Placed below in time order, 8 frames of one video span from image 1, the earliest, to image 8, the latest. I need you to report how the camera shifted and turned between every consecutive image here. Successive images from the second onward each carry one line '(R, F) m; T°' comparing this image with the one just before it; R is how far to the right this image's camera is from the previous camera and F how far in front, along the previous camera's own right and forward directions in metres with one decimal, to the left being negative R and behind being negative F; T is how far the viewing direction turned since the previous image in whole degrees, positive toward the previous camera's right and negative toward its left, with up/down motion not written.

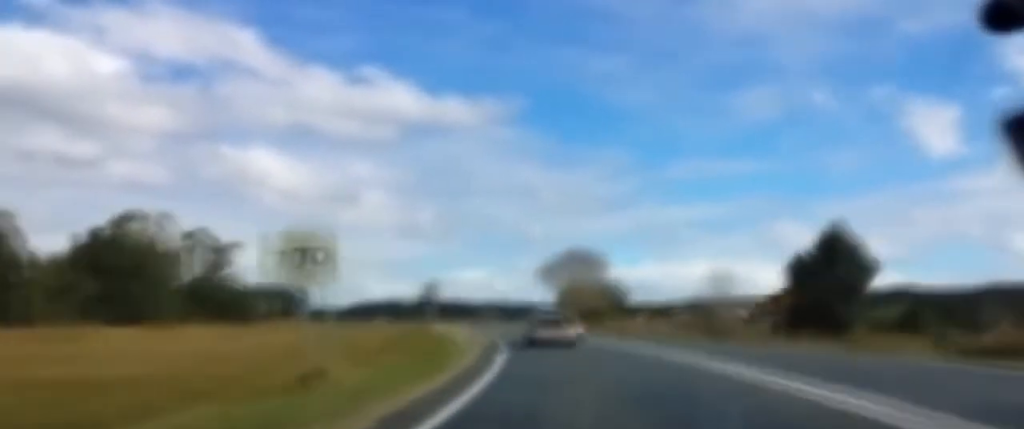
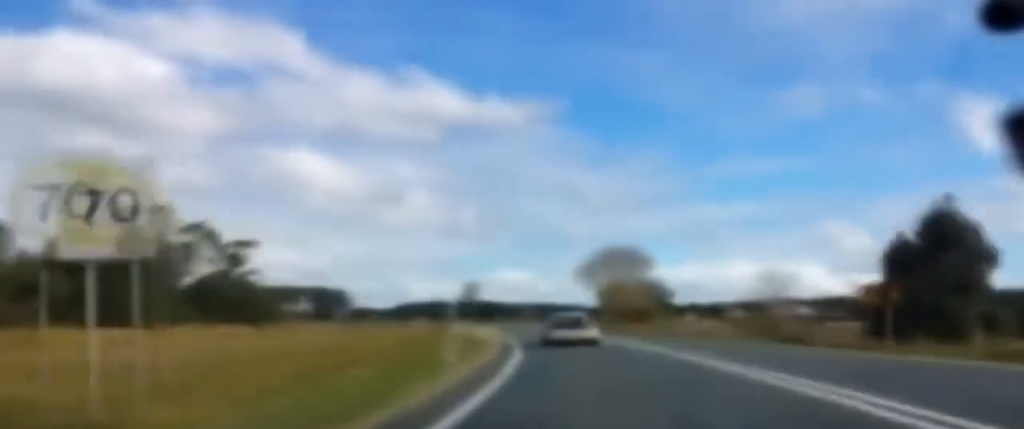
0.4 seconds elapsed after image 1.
(0.0, +7.3) m; -2°
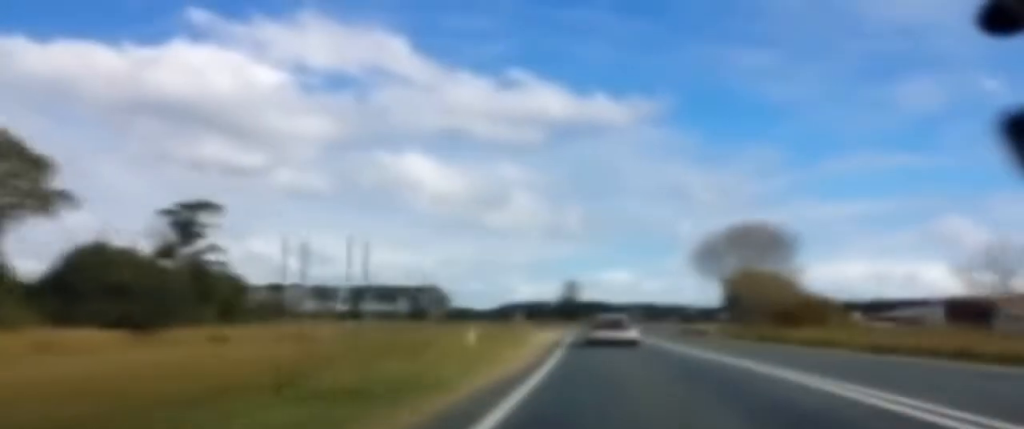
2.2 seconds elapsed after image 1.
(-2.7, +32.5) m; -6°
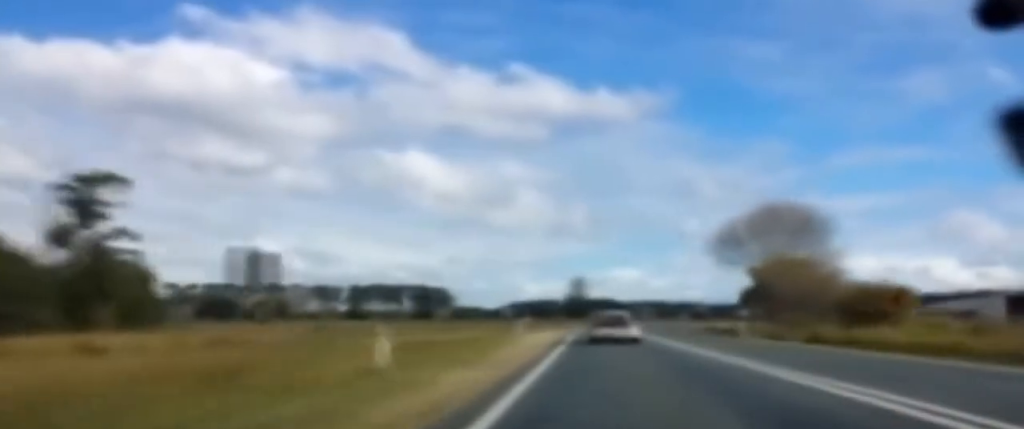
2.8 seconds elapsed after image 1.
(0.0, +12.3) m; 0°
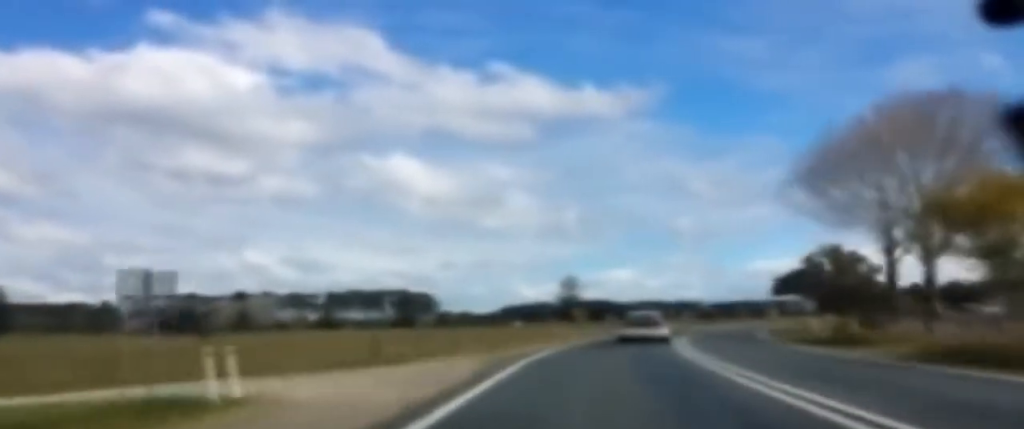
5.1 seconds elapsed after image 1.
(-0.2, +42.1) m; 0°
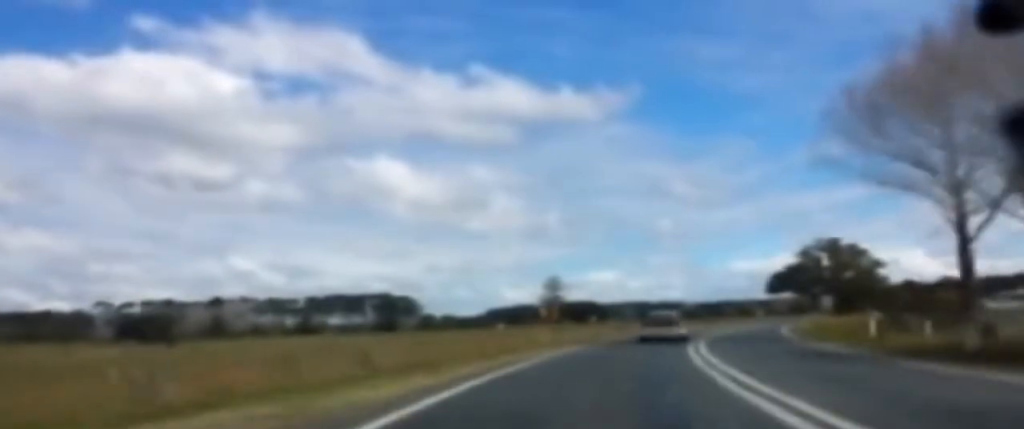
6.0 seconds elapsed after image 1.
(0.0, +16.2) m; +2°
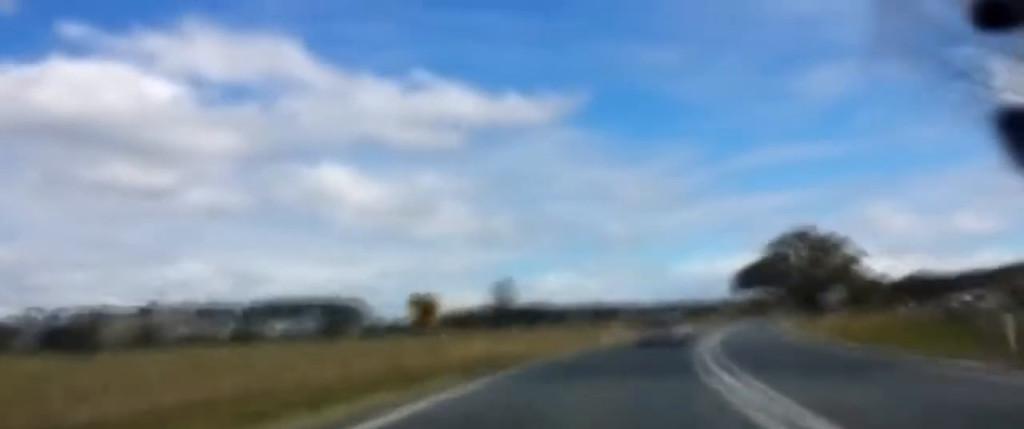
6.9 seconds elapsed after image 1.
(+0.4, +17.7) m; +3°
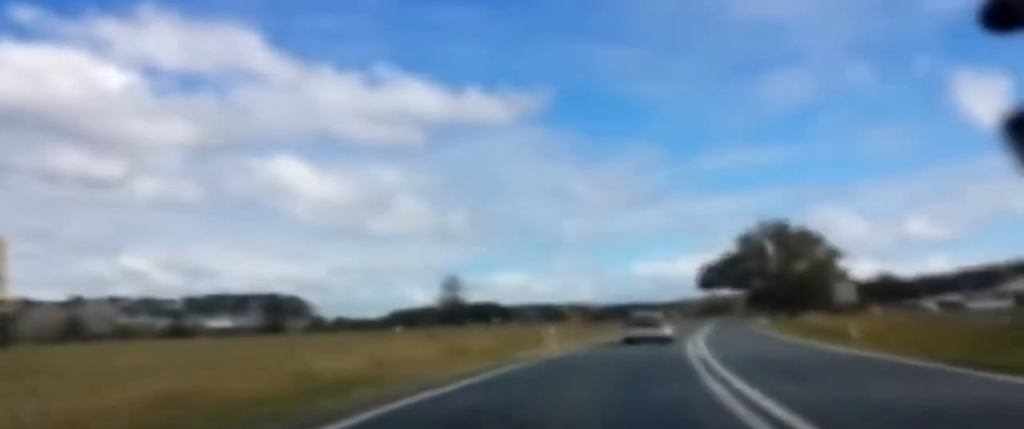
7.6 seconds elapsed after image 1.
(+0.3, +13.4) m; +2°
